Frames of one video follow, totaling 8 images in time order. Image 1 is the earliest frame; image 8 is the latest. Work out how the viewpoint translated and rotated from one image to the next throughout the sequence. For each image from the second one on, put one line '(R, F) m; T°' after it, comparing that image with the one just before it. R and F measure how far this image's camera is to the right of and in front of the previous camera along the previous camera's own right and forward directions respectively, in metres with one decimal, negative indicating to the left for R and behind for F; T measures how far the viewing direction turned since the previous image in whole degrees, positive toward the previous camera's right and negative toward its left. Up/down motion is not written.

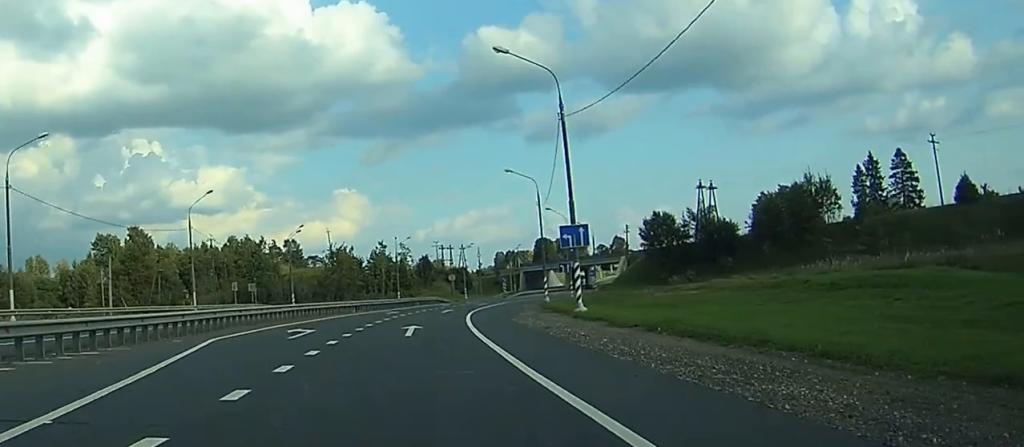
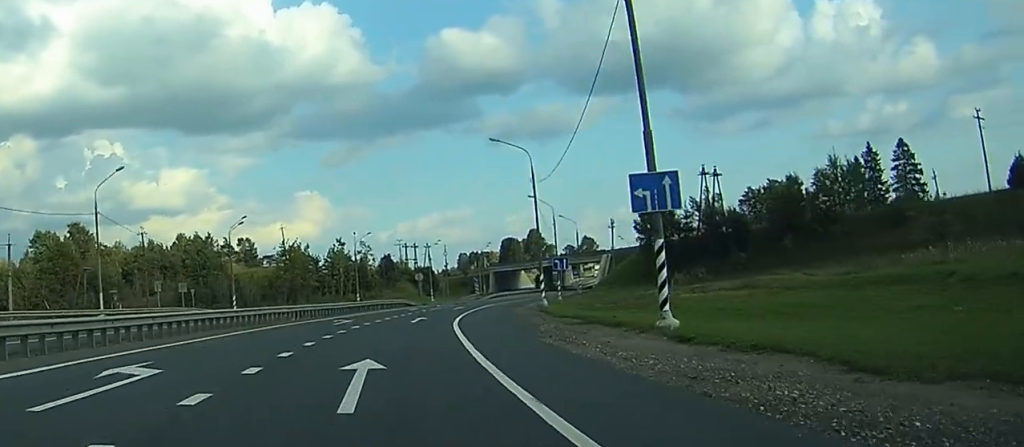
(+0.3, +16.3) m; +2°
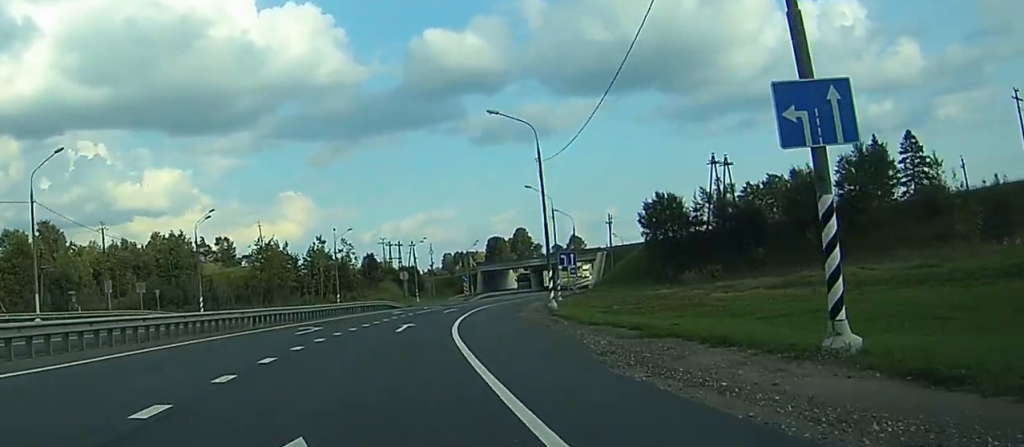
(0.0, +9.2) m; +1°
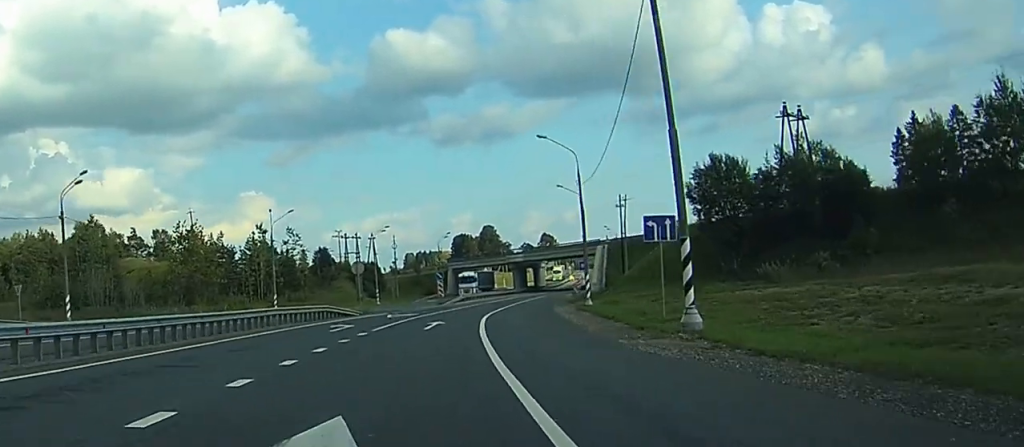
(+1.1, +28.3) m; +4°
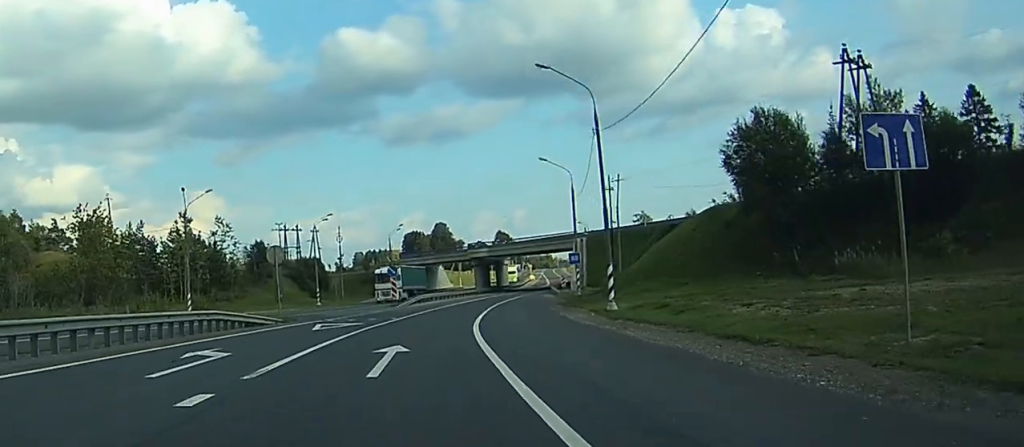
(+0.4, +18.3) m; +2°
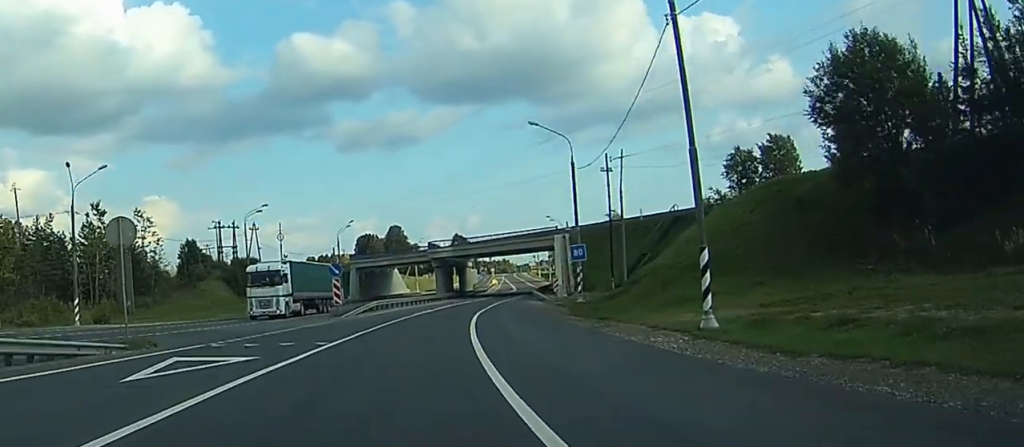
(+0.3, +17.5) m; +2°
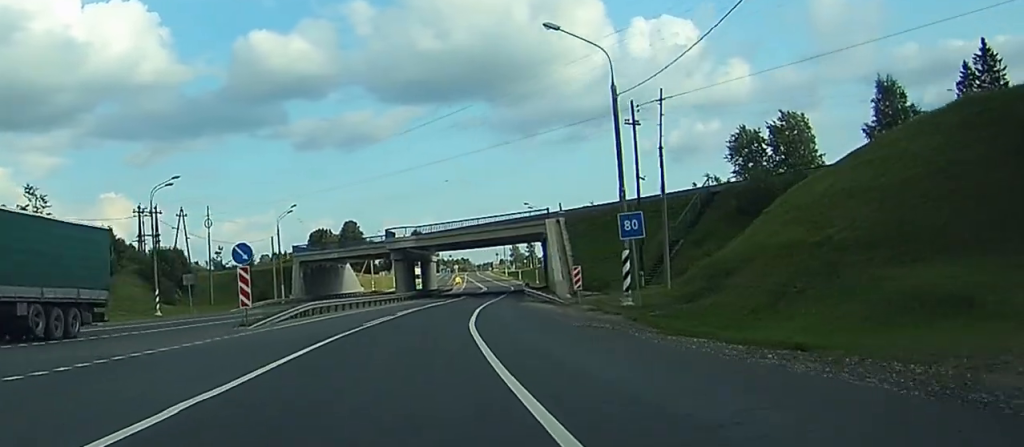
(+0.5, +20.1) m; +3°
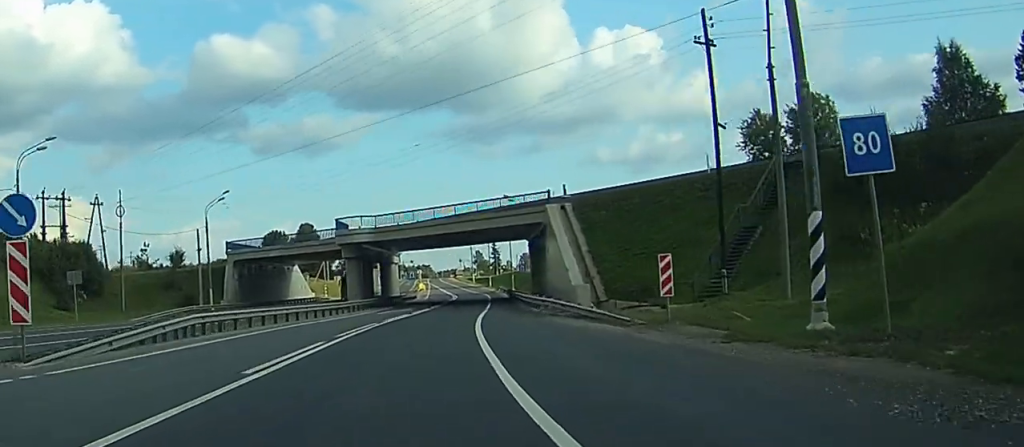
(+0.3, +18.7) m; +3°
